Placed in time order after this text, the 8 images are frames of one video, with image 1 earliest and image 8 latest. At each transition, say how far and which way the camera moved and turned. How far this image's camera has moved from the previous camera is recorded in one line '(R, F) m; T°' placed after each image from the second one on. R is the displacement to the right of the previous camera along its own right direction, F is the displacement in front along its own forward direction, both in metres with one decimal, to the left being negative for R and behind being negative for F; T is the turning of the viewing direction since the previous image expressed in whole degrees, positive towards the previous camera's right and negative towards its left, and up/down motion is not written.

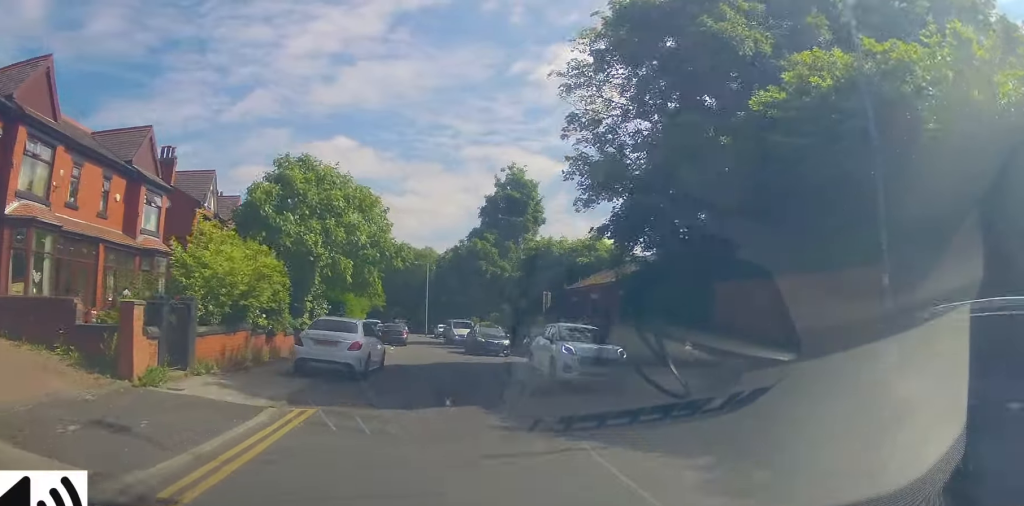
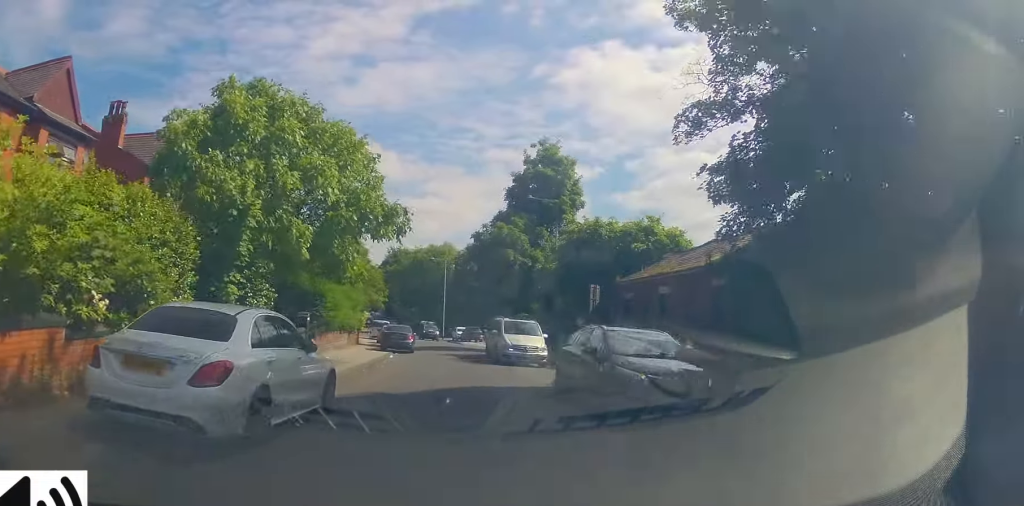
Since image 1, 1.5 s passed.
(-0.5, +9.3) m; -5°
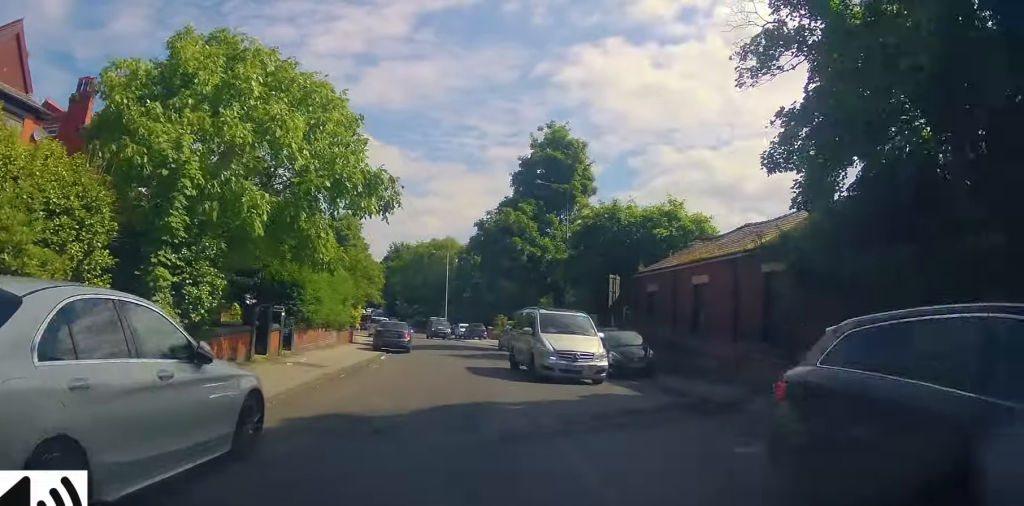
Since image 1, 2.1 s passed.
(0.0, +3.5) m; 0°
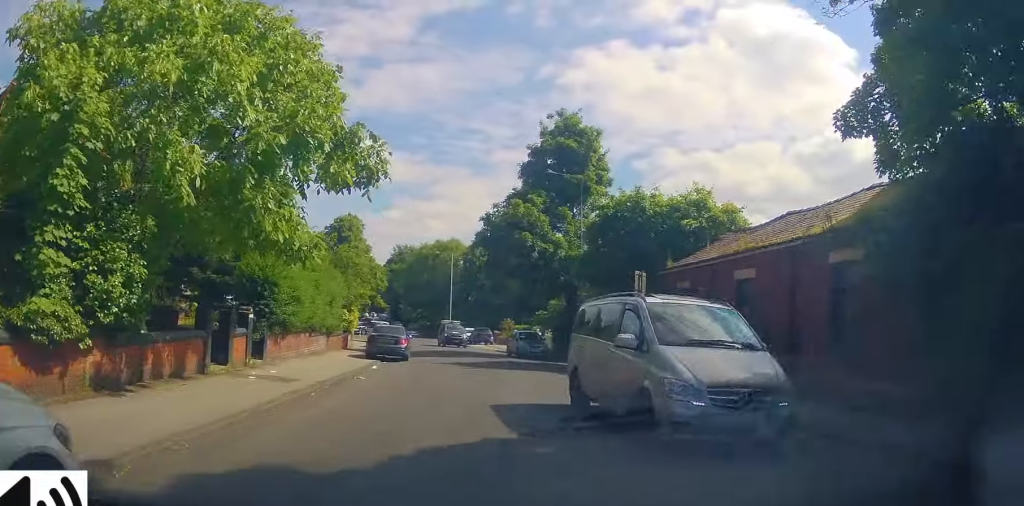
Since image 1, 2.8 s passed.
(0.0, +3.5) m; 0°
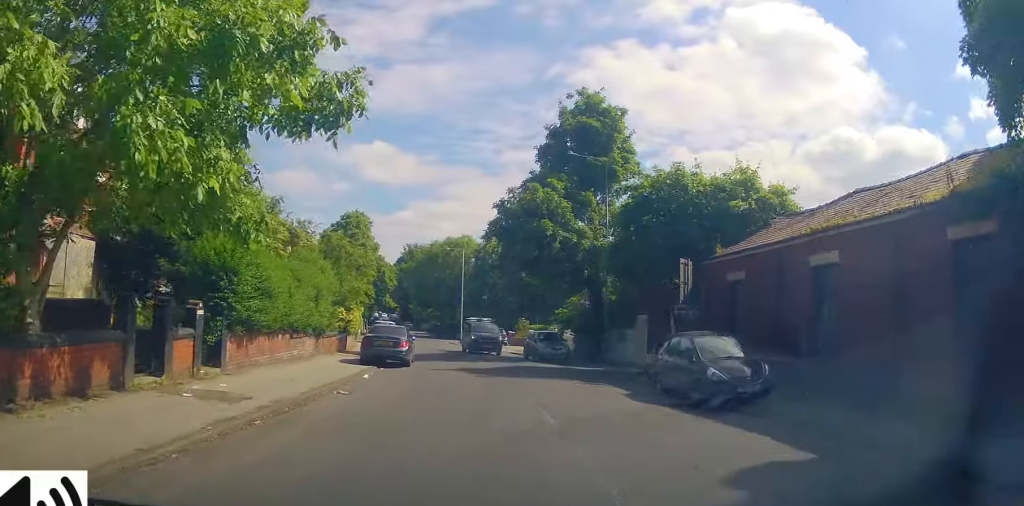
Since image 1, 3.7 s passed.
(0.0, +4.3) m; -2°
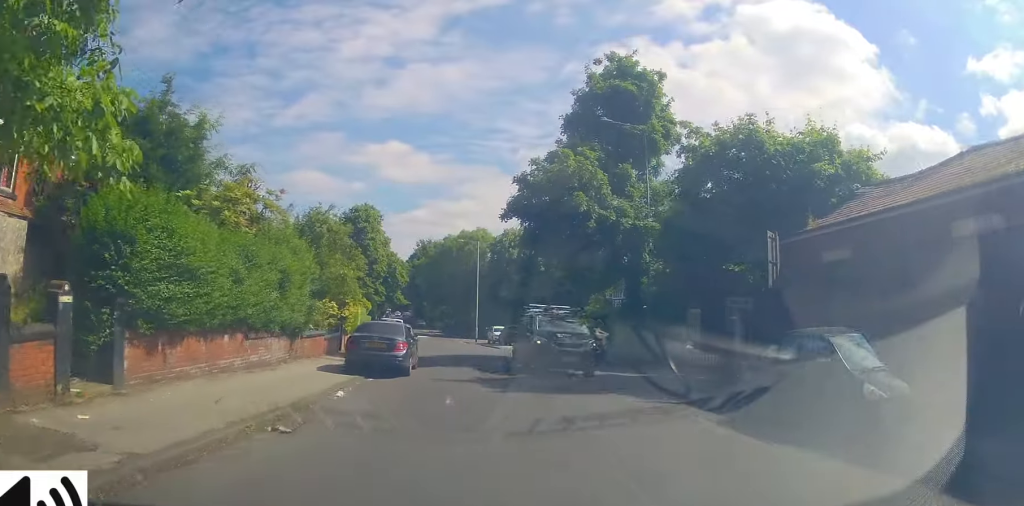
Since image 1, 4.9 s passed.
(-0.3, +5.2) m; -2°
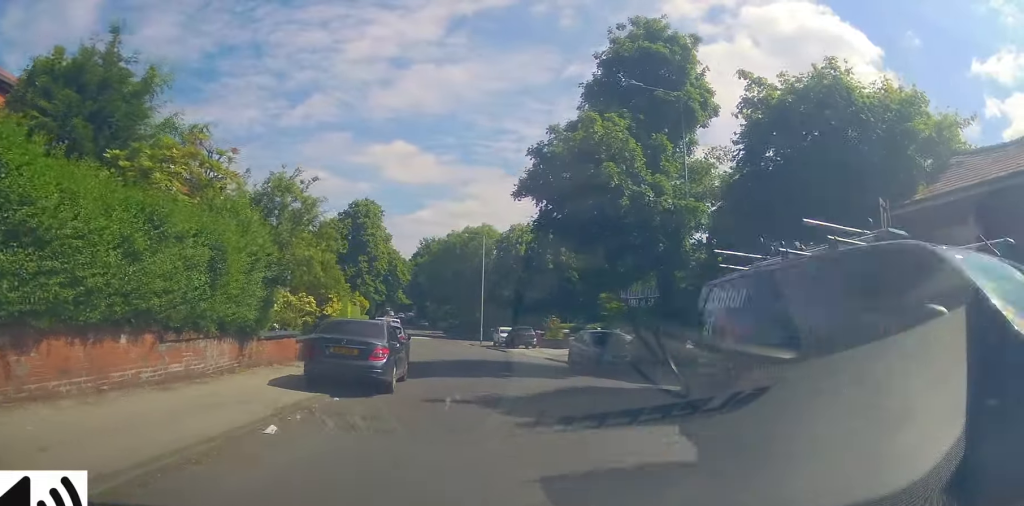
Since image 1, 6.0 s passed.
(+0.1, +4.4) m; +4°
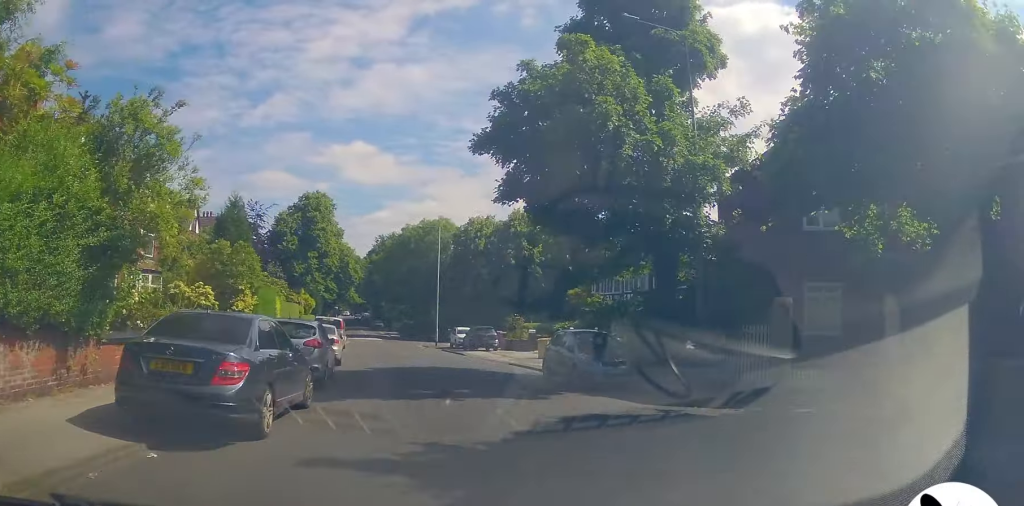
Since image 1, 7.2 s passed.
(+0.1, +4.9) m; -1°
